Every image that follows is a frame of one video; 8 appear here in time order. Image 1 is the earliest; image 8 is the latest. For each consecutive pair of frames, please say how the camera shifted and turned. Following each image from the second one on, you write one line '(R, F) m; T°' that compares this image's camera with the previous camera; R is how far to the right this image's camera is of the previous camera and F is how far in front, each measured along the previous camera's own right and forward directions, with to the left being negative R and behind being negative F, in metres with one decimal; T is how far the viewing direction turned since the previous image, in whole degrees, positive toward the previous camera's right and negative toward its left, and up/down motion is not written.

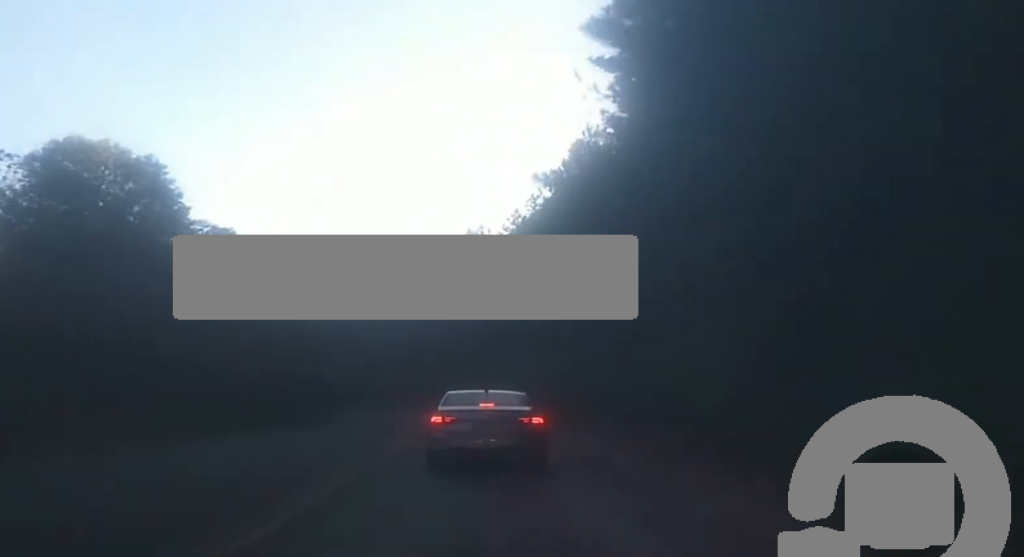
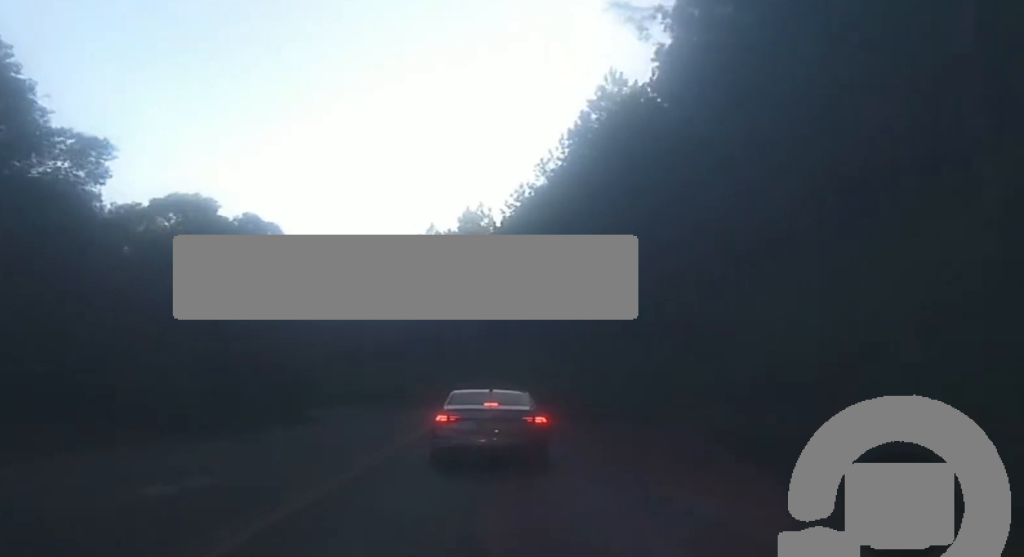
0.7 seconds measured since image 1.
(+0.2, +15.0) m; 0°
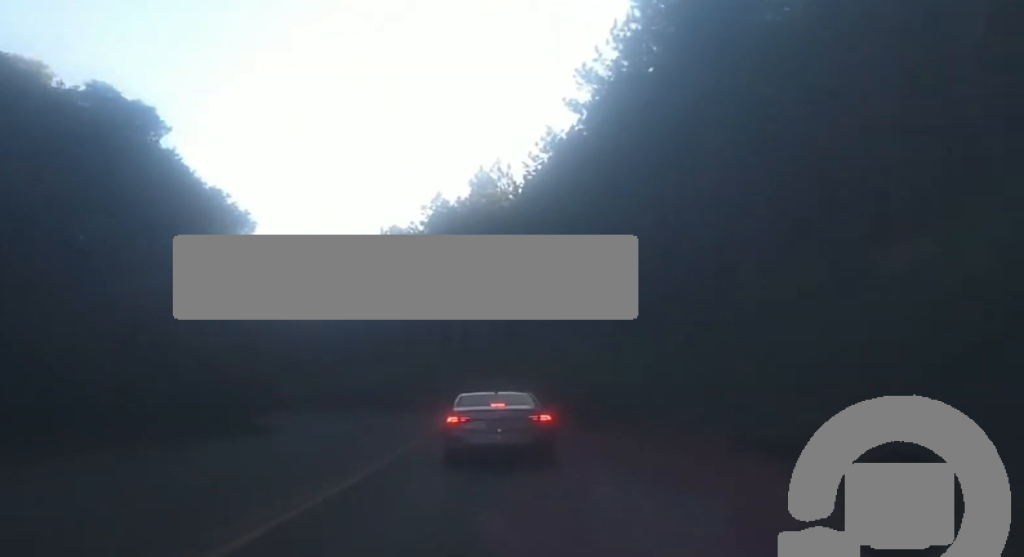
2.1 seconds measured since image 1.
(-0.6, +28.1) m; -3°
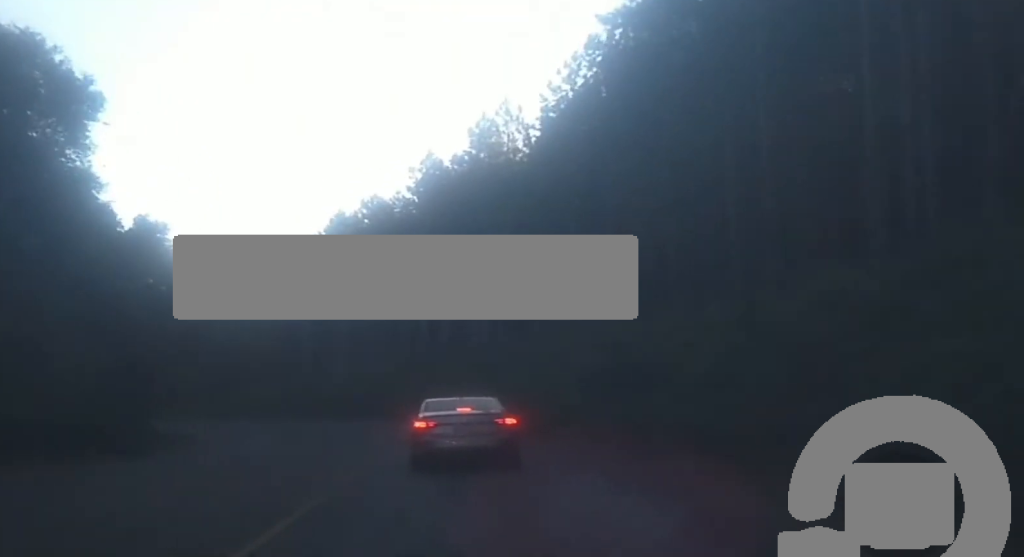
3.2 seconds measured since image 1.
(-0.4, +22.0) m; 0°
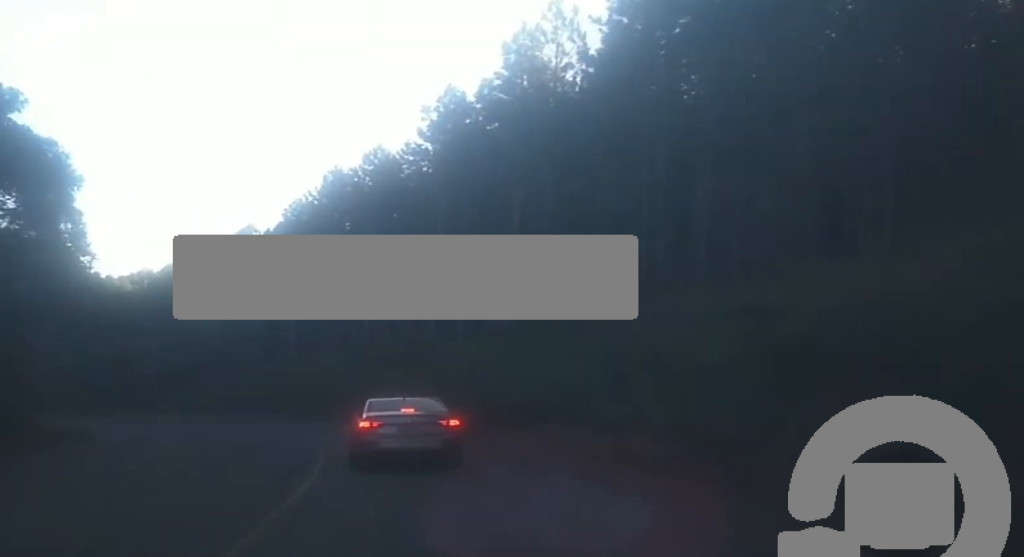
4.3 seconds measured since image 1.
(+0.2, +24.2) m; -1°
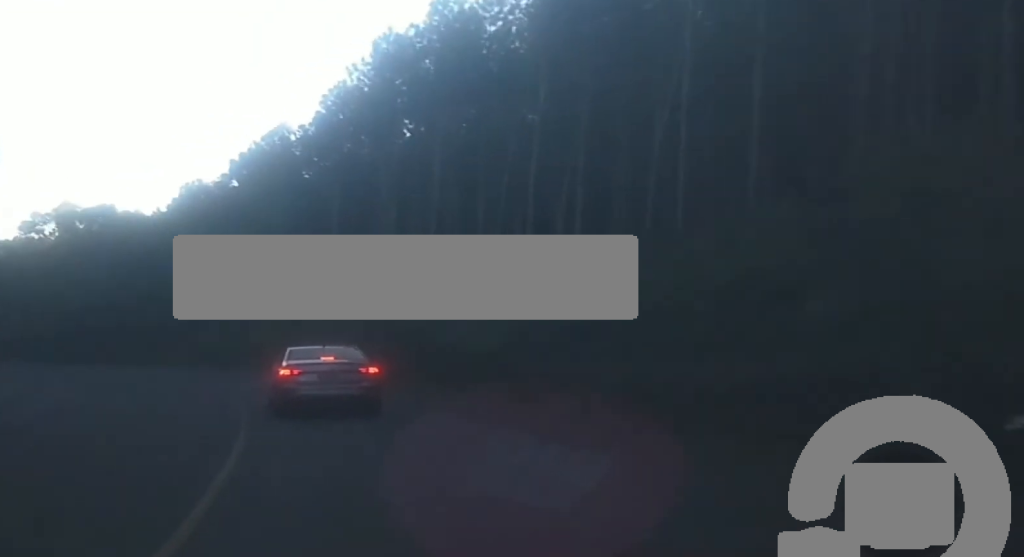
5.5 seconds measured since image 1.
(-0.9, +23.4) m; -5°
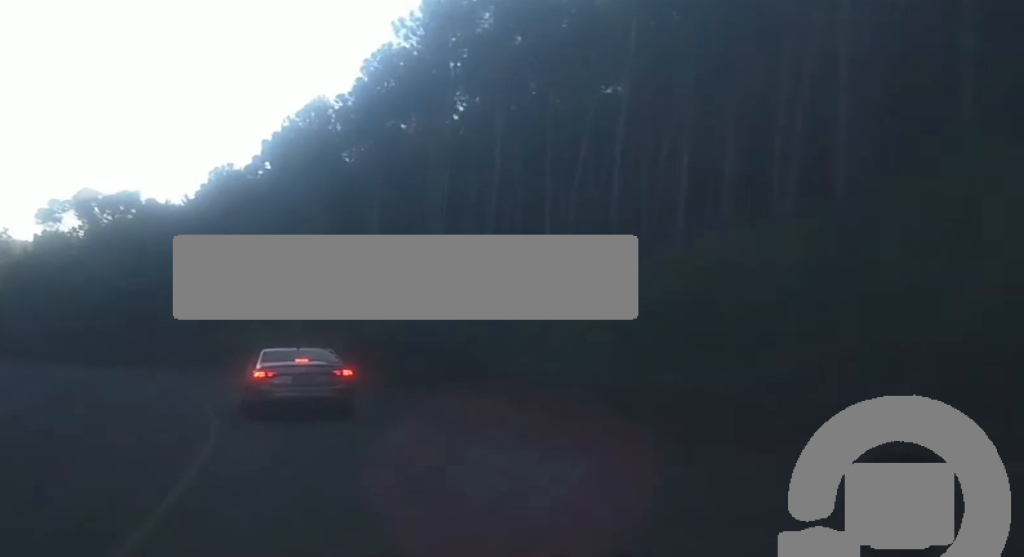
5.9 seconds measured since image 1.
(-0.2, +9.0) m; -2°
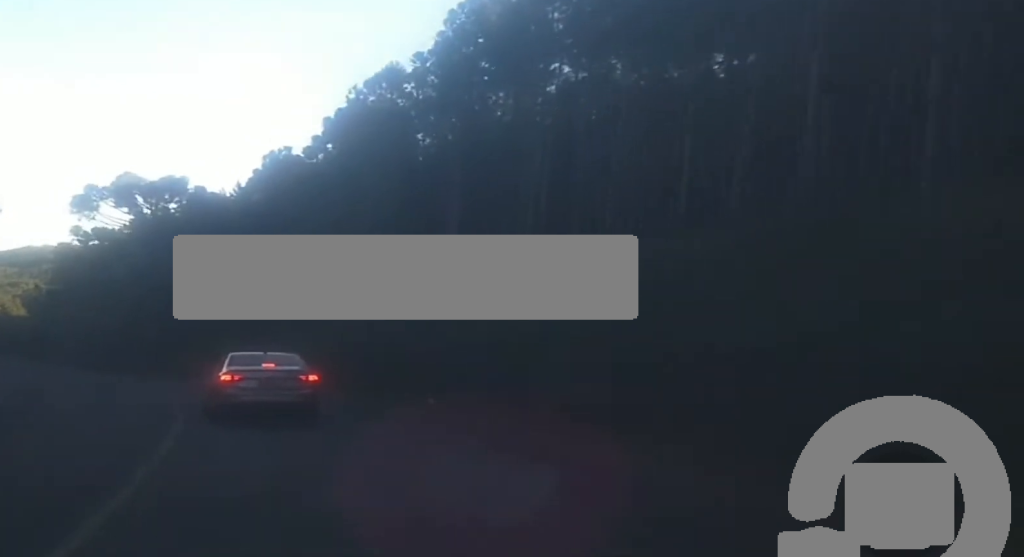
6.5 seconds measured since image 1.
(-0.1, +12.3) m; -4°
